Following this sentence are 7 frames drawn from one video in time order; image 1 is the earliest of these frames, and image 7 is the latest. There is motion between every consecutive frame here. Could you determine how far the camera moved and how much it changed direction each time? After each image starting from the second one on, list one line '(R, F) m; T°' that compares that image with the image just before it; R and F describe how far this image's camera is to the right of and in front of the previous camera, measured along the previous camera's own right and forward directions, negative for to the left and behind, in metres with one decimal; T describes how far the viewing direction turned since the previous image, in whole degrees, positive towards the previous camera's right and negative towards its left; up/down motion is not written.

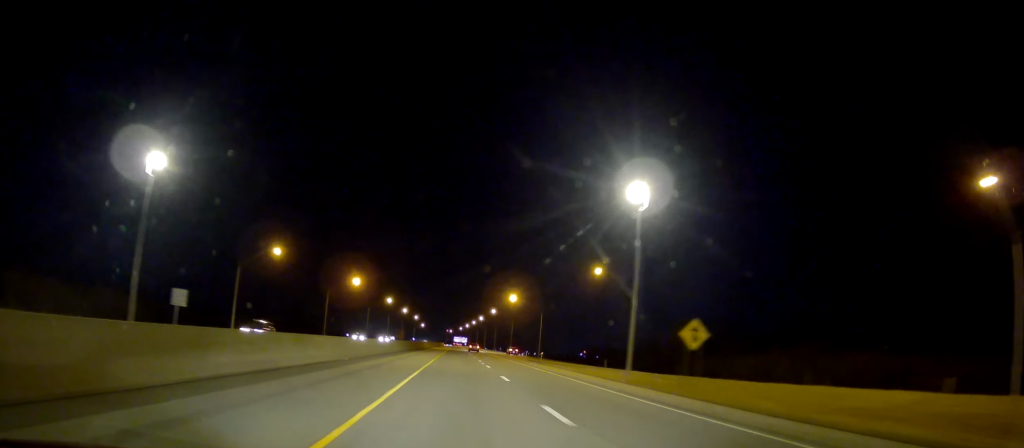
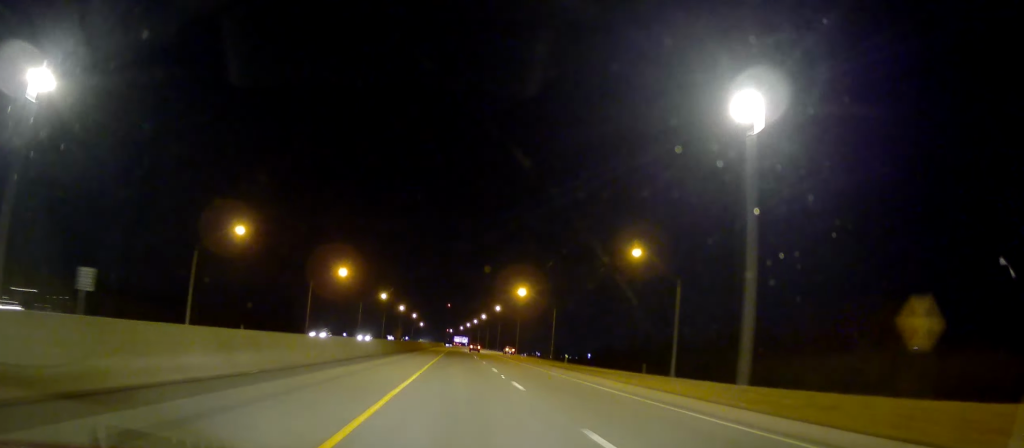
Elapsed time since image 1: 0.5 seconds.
(-0.2, +16.1) m; -1°
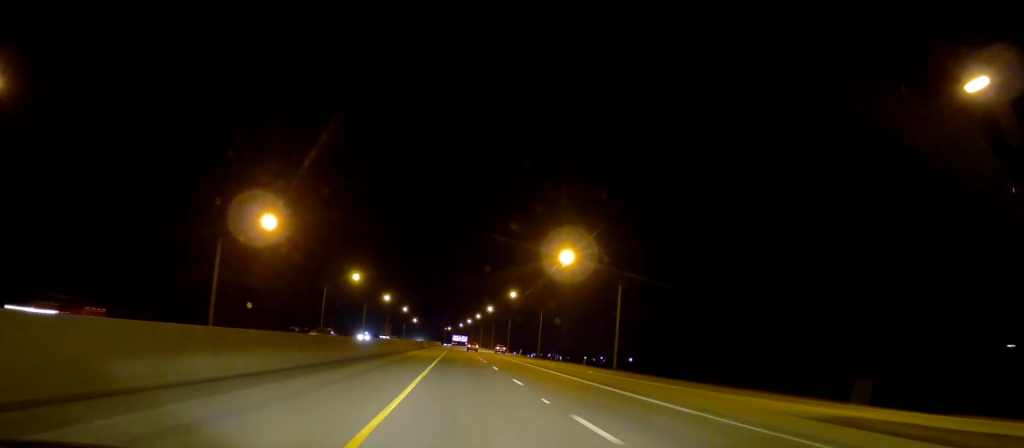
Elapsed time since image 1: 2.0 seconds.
(+0.6, +45.4) m; +1°
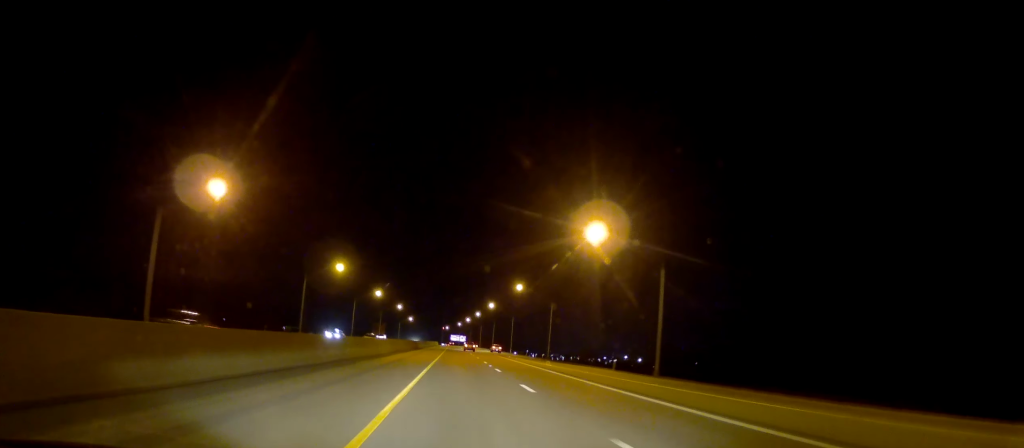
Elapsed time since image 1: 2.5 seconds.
(+0.1, +15.2) m; 0°
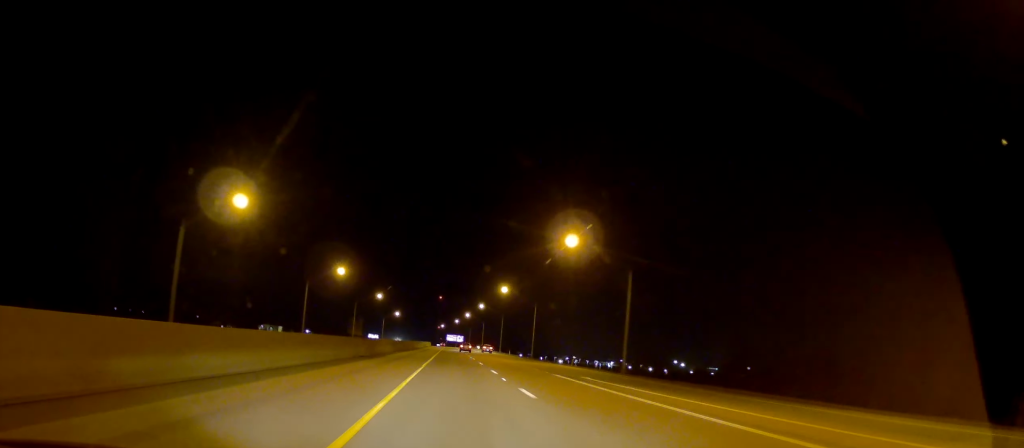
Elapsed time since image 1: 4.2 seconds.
(+0.1, +49.6) m; 0°
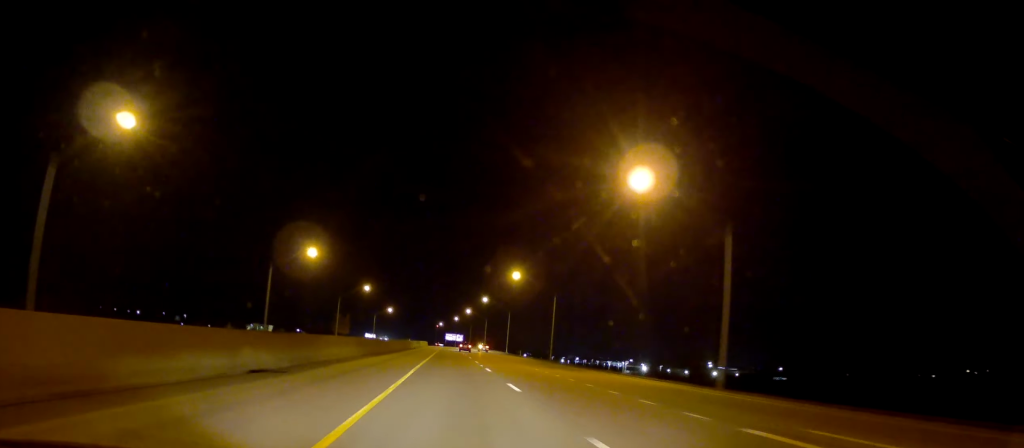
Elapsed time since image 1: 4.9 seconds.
(0.0, +22.3) m; 0°
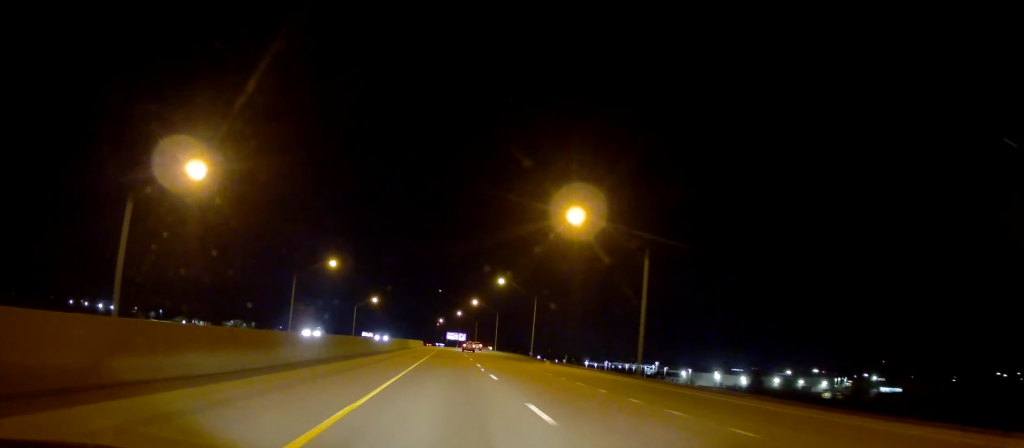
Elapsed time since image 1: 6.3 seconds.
(0.0, +43.5) m; 0°
